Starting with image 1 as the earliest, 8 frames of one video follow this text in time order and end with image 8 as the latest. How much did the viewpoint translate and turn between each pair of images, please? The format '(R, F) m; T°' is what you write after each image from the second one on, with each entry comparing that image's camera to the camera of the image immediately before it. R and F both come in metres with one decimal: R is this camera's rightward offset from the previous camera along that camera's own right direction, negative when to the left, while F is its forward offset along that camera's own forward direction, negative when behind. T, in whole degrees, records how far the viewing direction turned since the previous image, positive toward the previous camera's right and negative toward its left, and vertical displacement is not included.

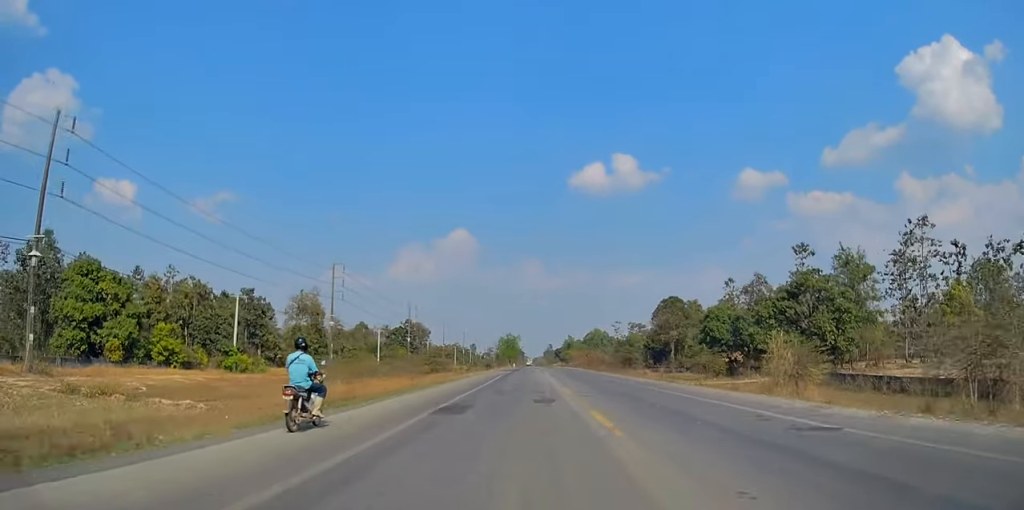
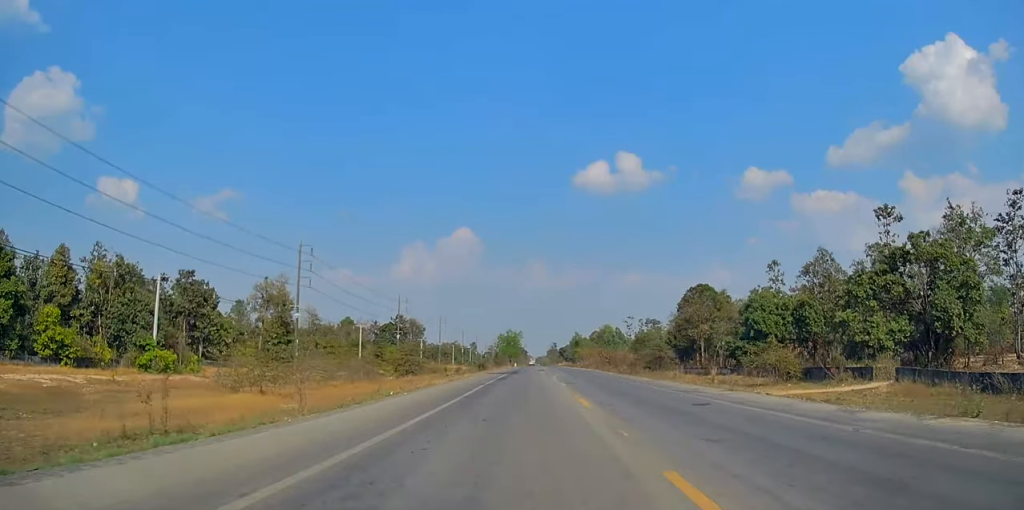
(0.0, +19.9) m; 0°
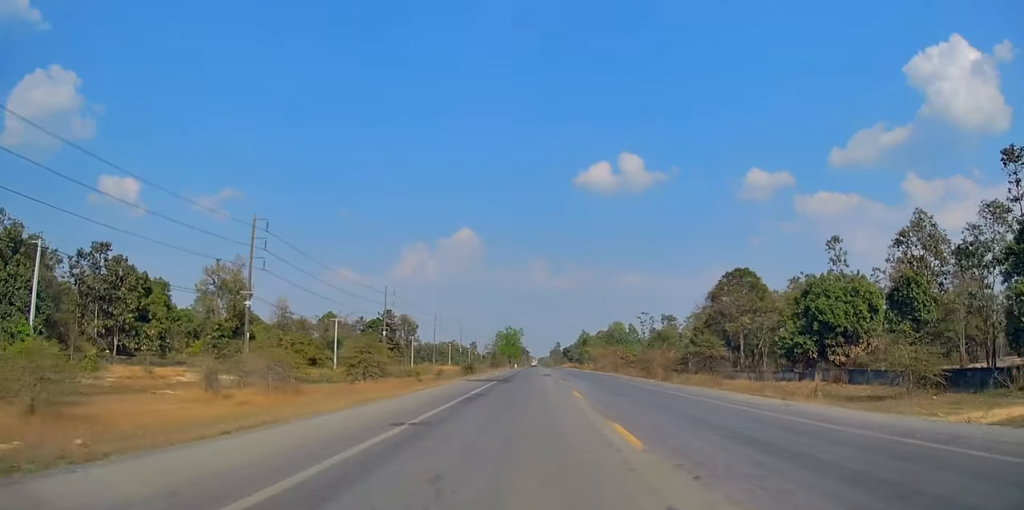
(-0.1, +19.1) m; -1°
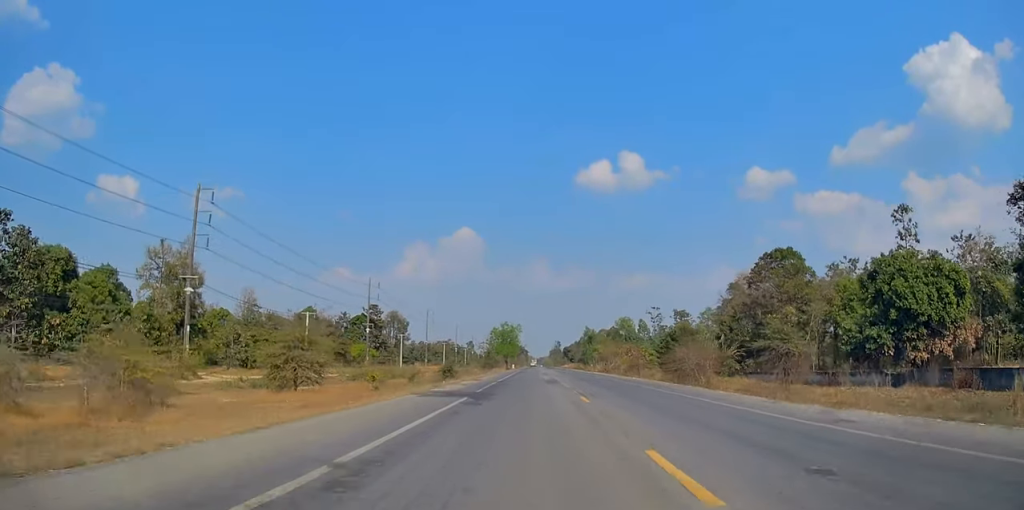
(-0.3, +15.0) m; 0°
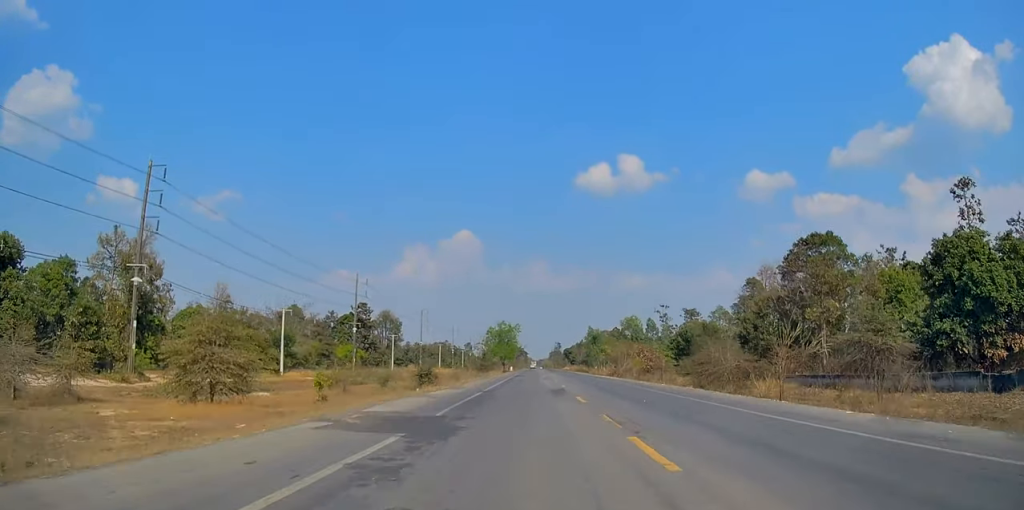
(+0.1, +10.3) m; 0°
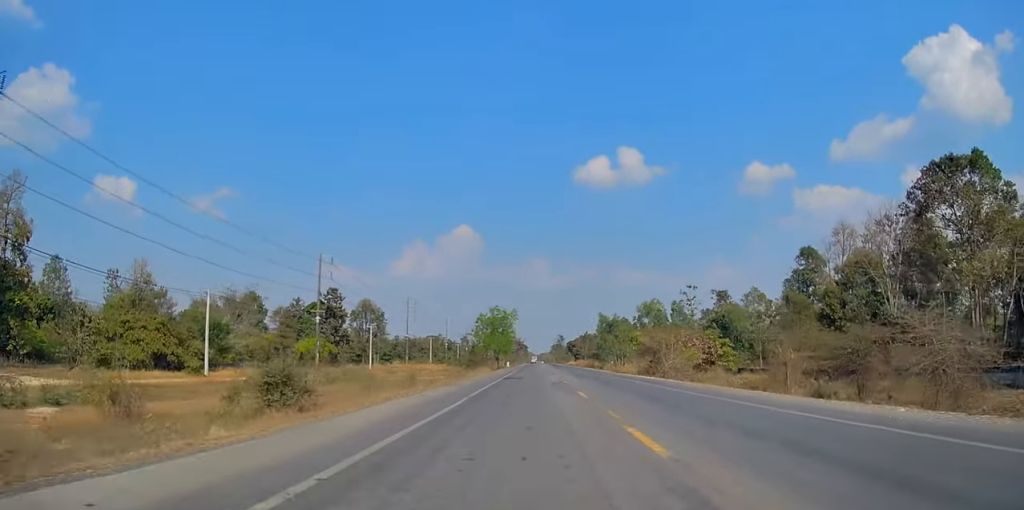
(+0.3, +23.5) m; 0°
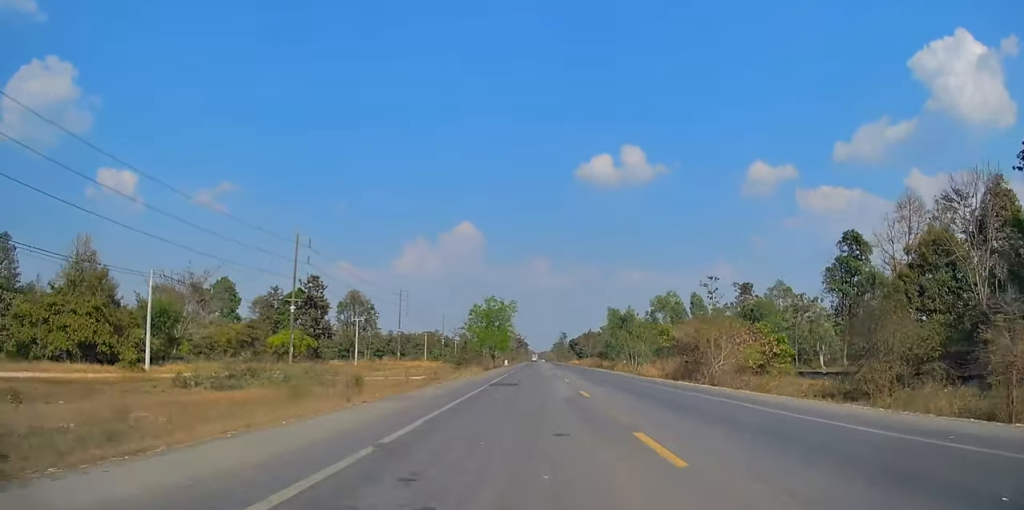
(+0.2, +12.4) m; -1°
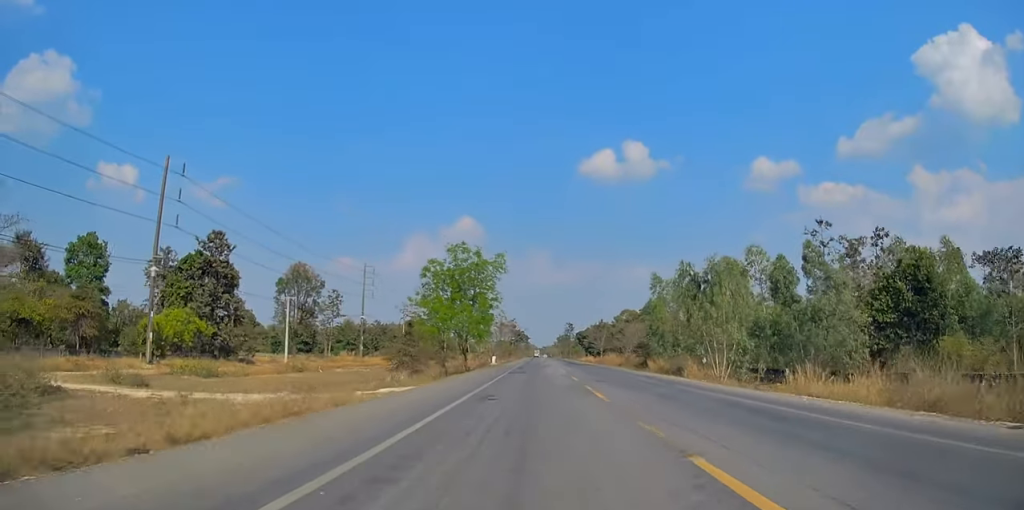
(-0.2, +38.3) m; +1°
